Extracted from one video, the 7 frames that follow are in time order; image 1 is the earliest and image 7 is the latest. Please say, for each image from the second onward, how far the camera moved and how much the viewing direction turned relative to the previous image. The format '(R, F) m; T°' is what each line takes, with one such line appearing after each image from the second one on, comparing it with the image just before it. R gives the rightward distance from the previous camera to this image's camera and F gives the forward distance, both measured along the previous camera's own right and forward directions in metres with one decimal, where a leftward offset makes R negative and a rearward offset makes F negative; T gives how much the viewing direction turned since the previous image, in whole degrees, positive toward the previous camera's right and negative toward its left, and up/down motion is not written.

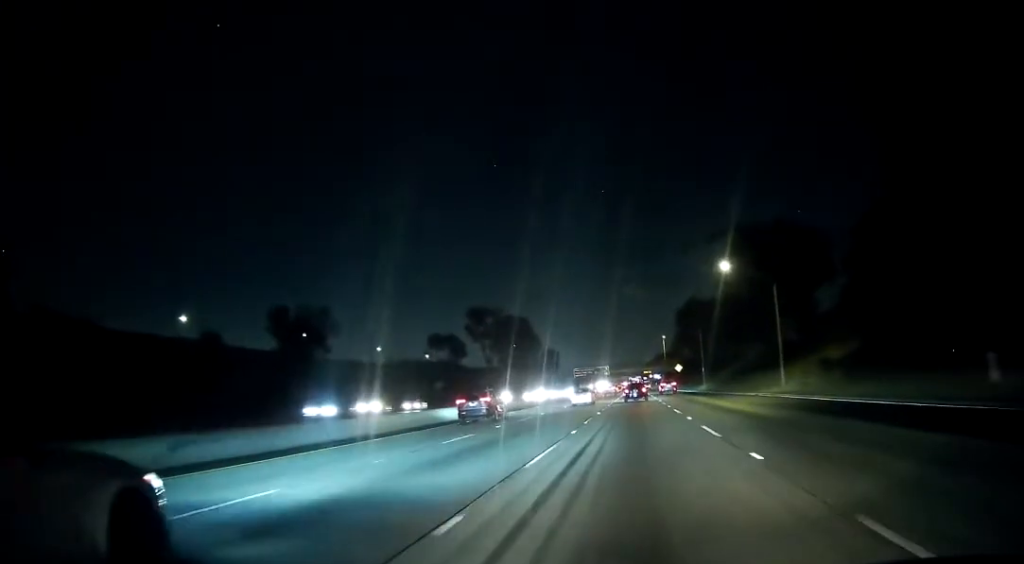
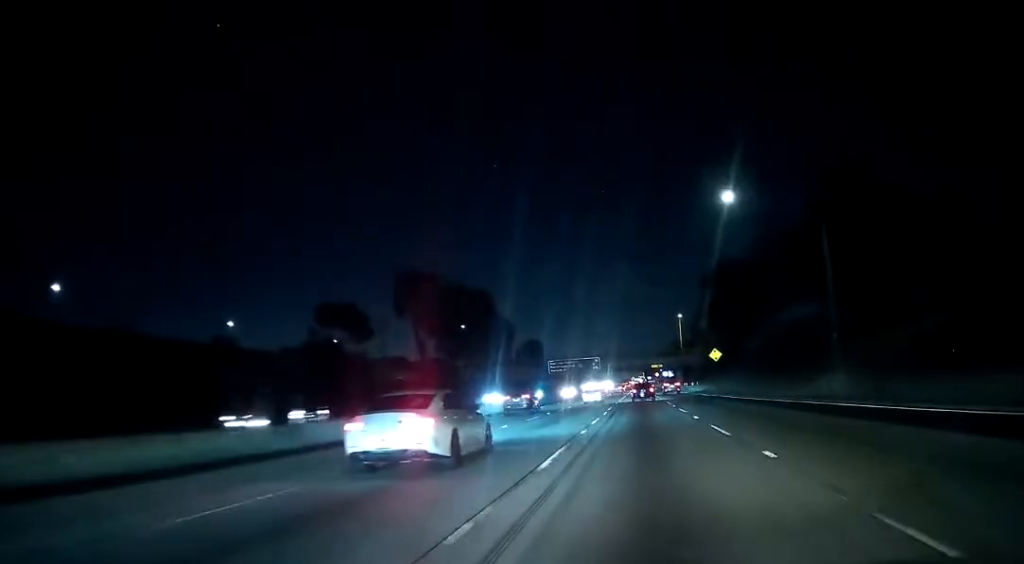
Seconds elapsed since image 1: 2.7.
(0.0, +73.0) m; -1°
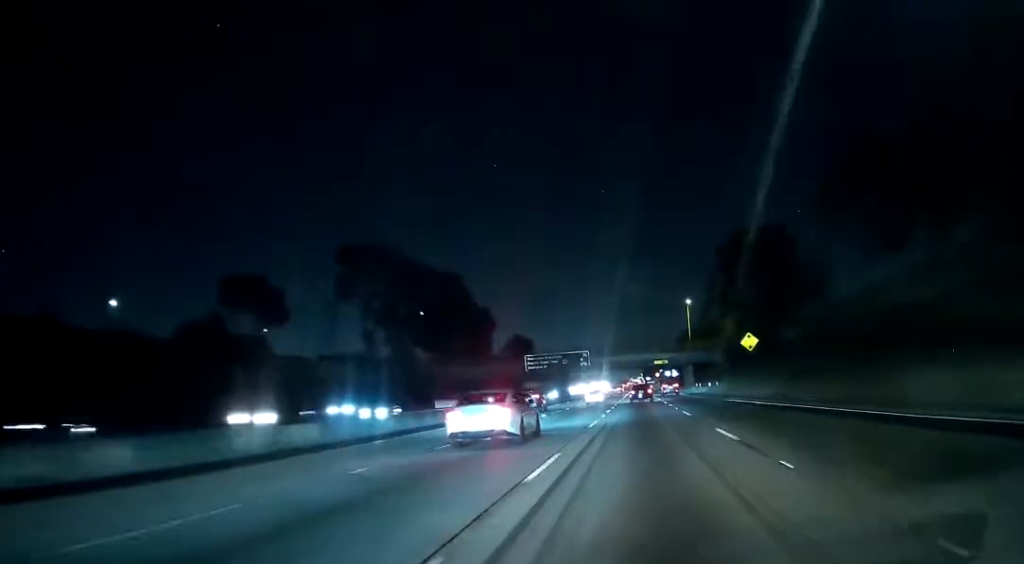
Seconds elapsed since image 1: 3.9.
(-0.6, +30.5) m; -1°
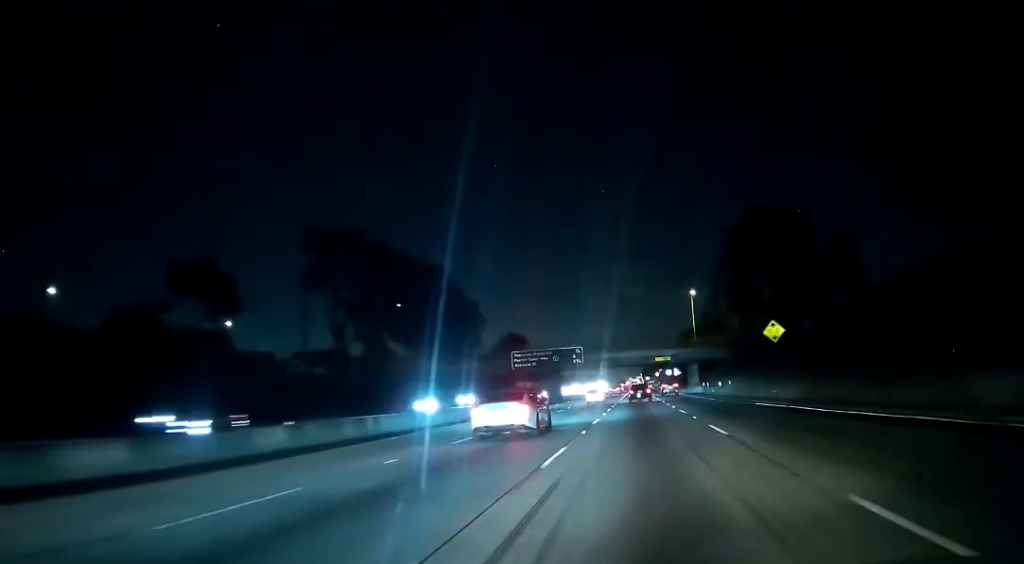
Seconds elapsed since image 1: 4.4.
(-0.1, +13.1) m; 0°
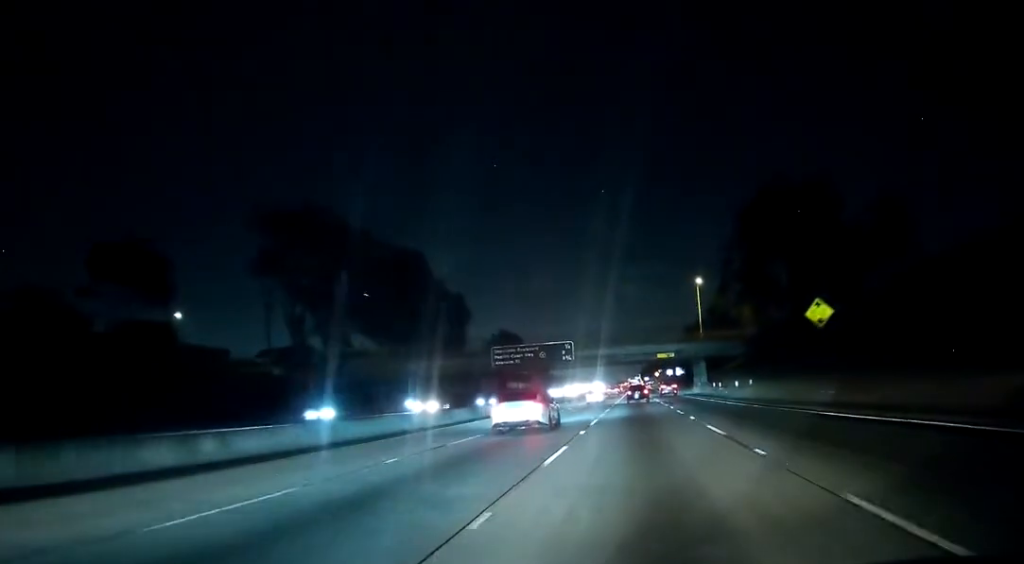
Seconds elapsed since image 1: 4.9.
(+0.4, +14.0) m; +1°
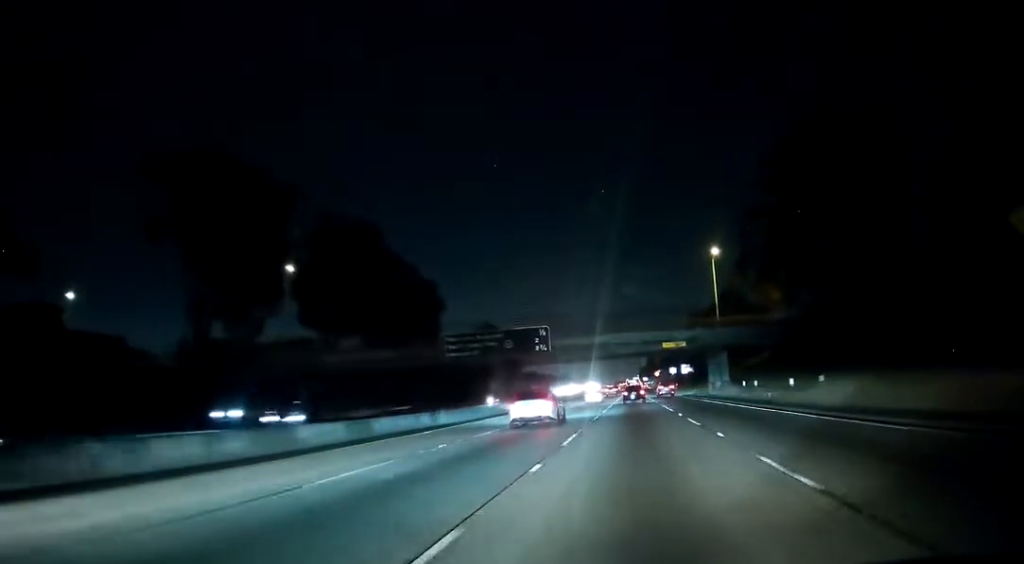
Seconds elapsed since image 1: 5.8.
(+0.2, +24.6) m; 0°
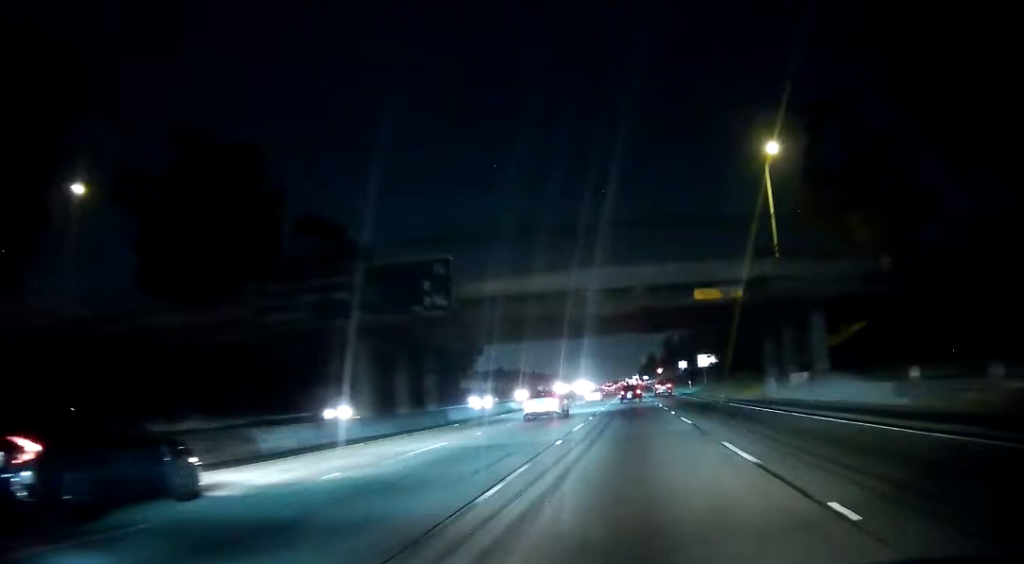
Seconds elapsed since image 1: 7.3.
(0.0, +38.2) m; 0°
